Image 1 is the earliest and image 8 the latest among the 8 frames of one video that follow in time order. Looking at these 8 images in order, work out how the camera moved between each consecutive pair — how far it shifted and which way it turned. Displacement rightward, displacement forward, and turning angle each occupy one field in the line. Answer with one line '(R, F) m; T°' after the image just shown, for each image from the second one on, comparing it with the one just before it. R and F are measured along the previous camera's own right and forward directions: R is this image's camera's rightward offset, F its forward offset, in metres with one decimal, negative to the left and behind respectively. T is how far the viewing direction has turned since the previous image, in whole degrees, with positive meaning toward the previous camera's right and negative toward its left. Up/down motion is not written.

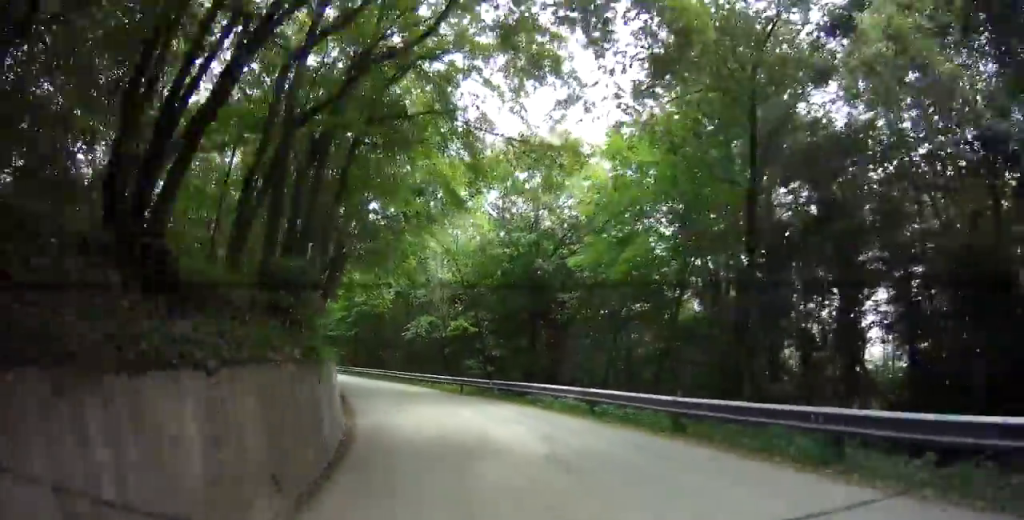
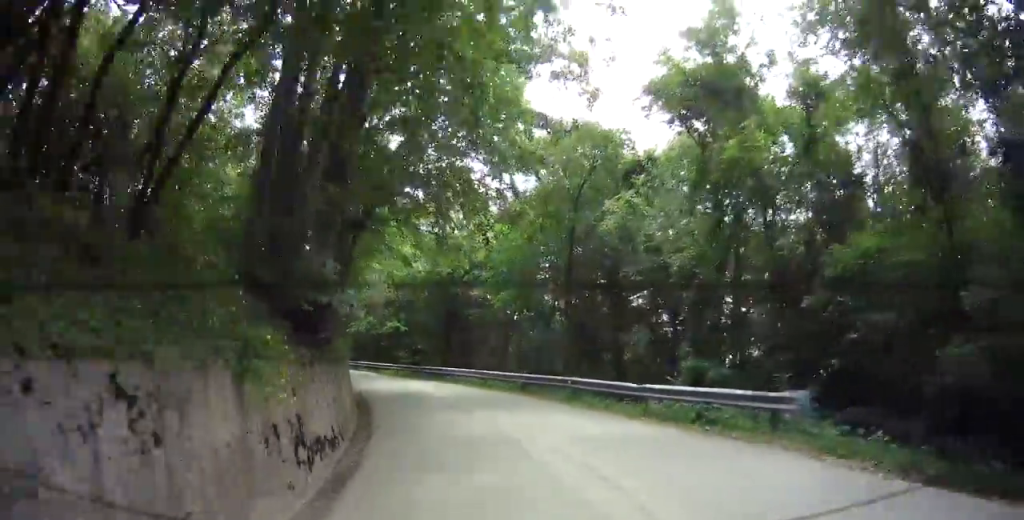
(+1.2, +10.0) m; +5°
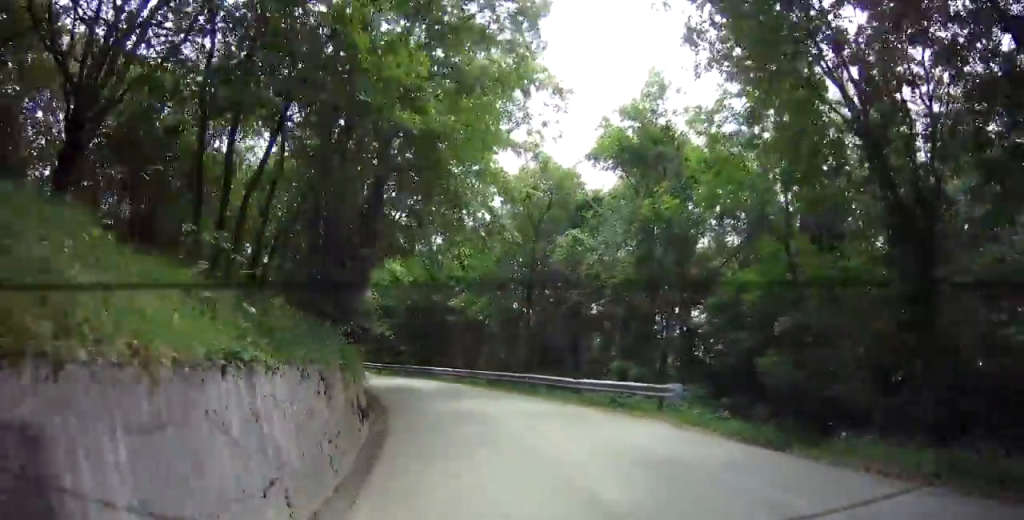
(-0.1, +4.3) m; -4°
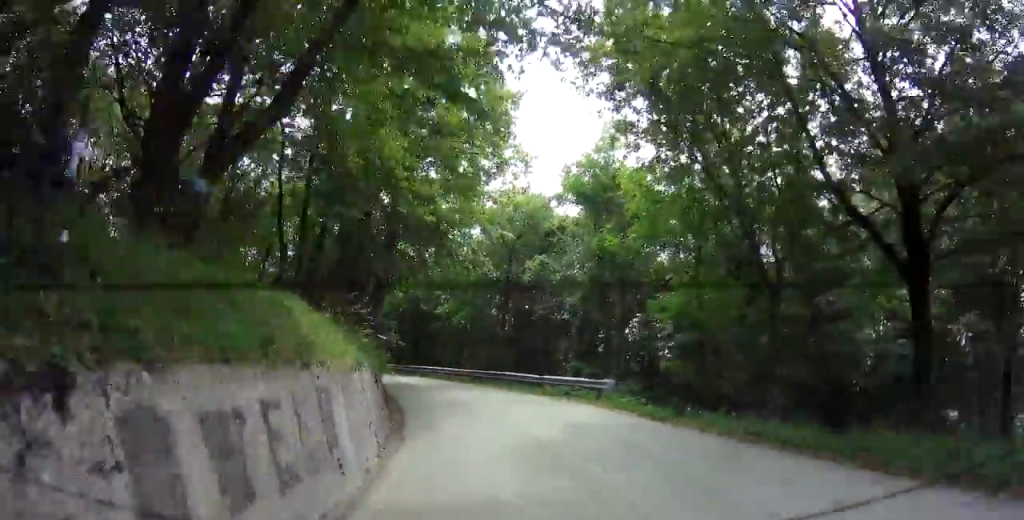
(-0.3, +5.1) m; -1°
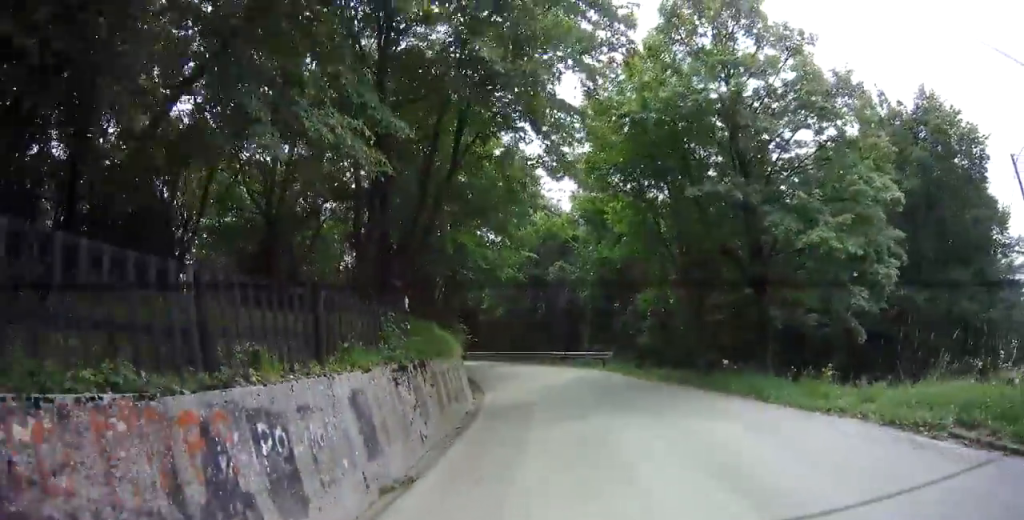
(+0.3, +9.6) m; +5°
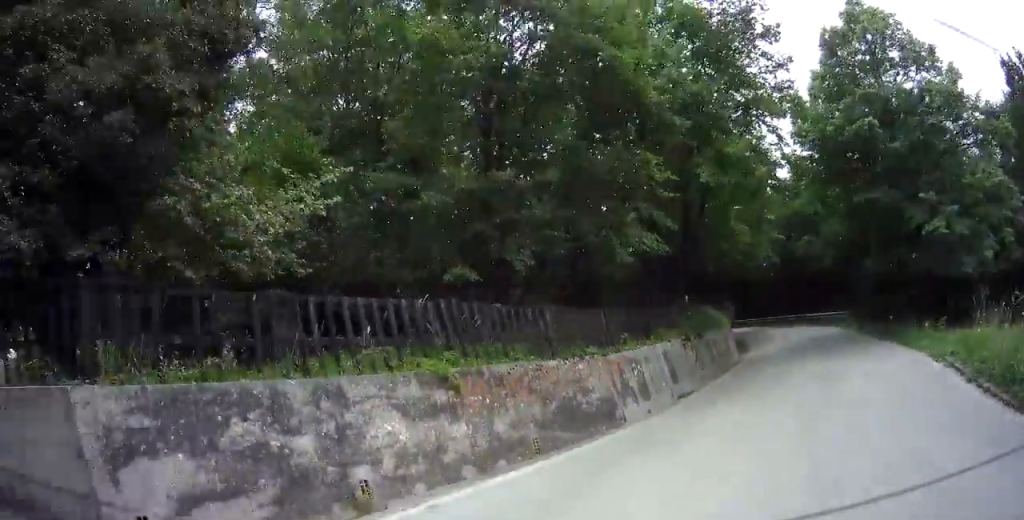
(-0.5, +8.2) m; -17°
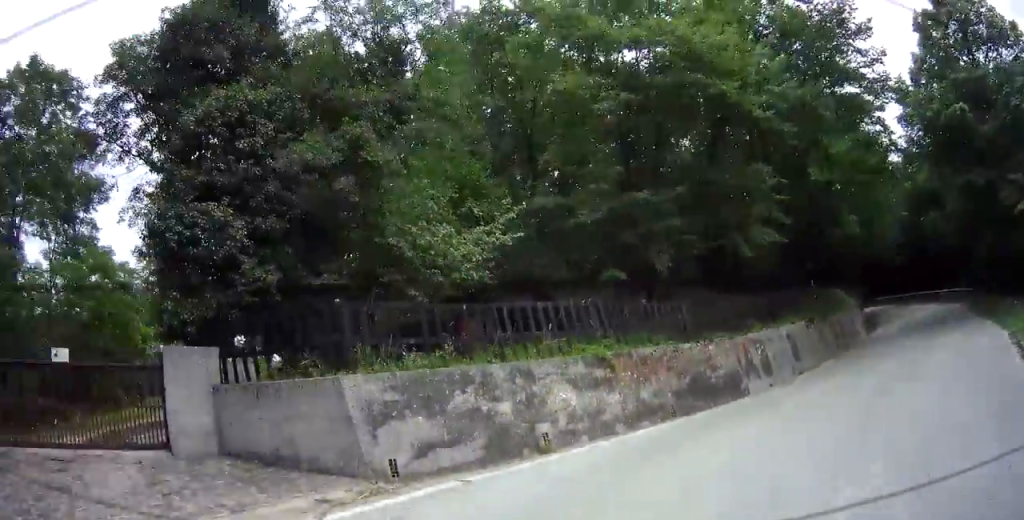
(-0.2, +2.4) m; -11°
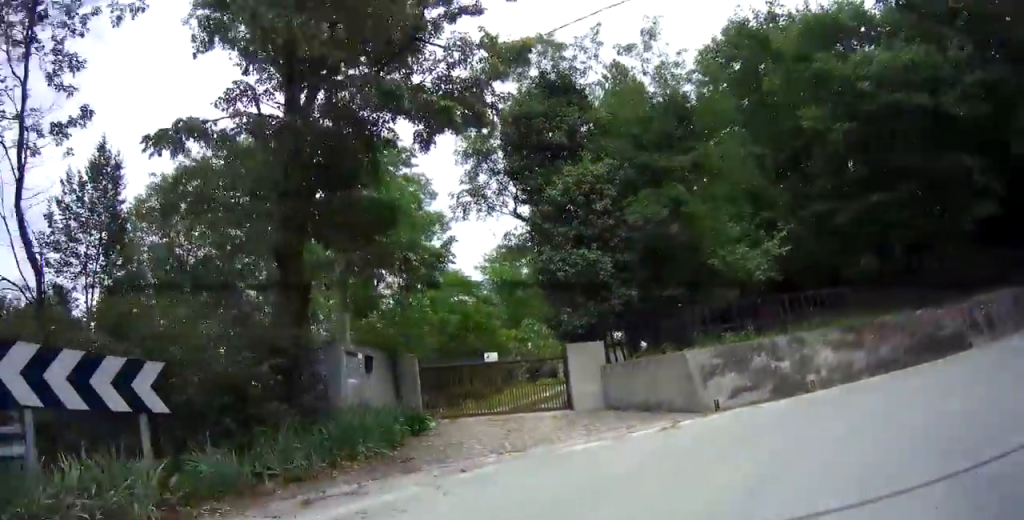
(-0.9, +4.8) m; -37°
